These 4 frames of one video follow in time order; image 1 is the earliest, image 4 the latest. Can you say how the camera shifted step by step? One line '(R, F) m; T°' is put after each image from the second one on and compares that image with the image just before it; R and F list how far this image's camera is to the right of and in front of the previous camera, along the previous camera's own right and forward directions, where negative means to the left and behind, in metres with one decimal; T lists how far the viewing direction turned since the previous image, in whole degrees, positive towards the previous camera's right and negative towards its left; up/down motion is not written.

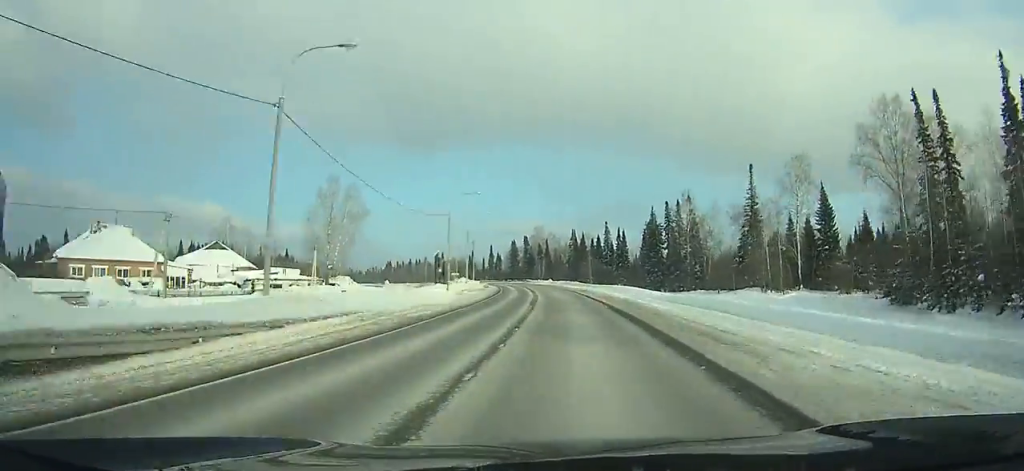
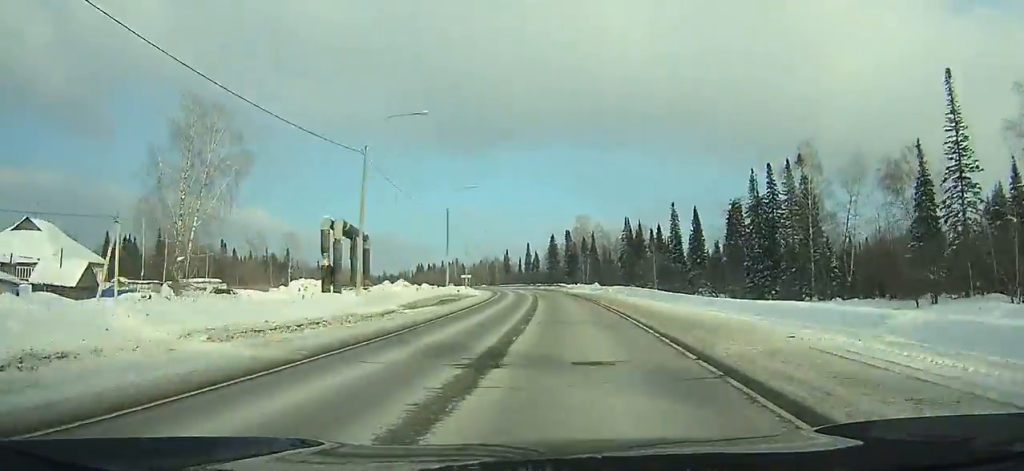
(-1.5, +50.5) m; -5°
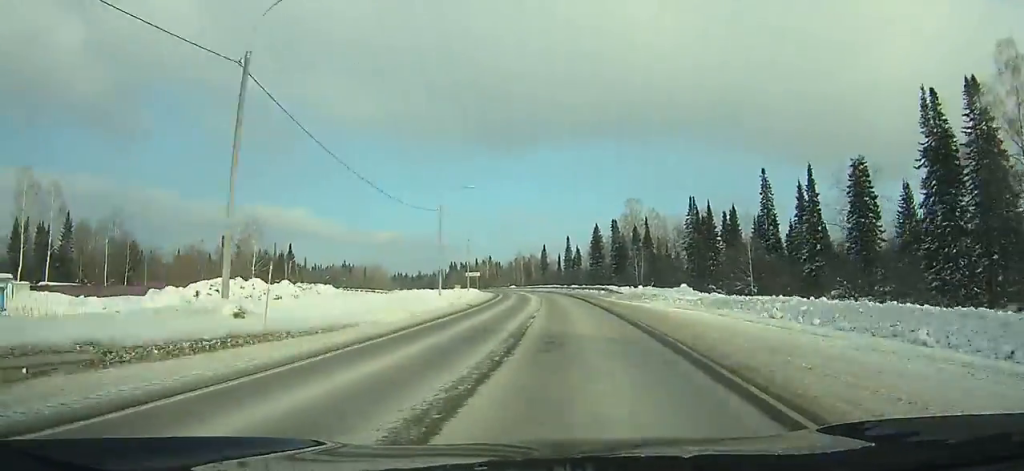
(-2.0, +40.0) m; -4°
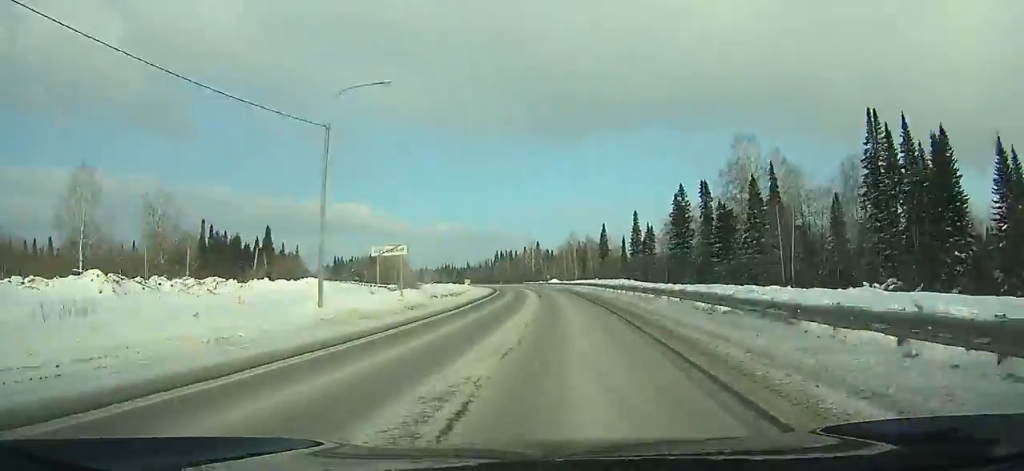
(-3.5, +61.1) m; -6°
